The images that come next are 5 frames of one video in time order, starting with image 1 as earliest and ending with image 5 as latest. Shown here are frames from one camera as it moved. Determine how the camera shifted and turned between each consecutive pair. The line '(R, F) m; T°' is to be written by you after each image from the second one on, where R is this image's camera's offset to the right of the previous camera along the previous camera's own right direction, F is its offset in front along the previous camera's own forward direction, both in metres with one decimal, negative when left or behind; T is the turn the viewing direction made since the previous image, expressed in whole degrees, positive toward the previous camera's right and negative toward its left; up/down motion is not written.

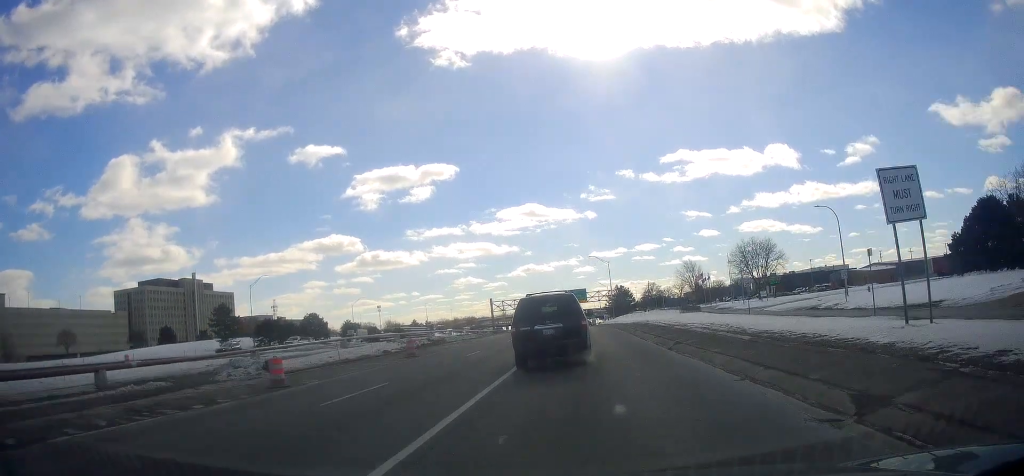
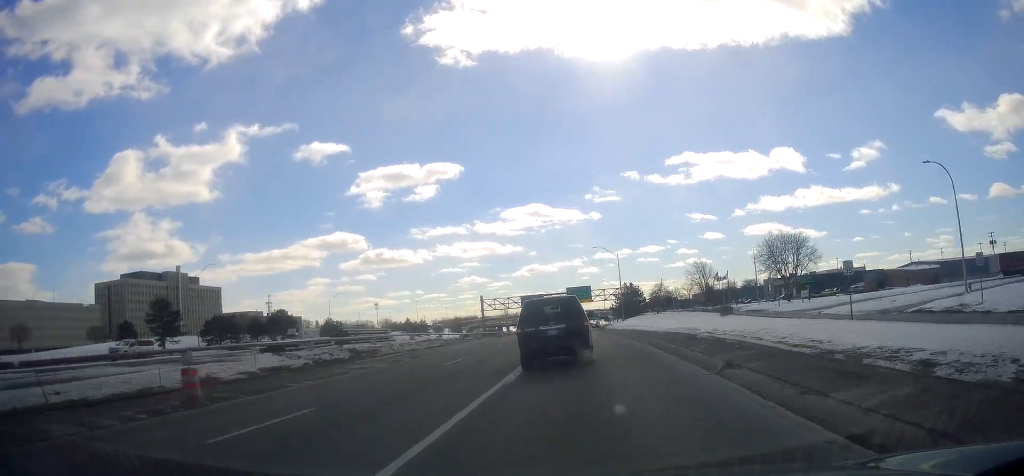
(-0.1, +19.8) m; -1°
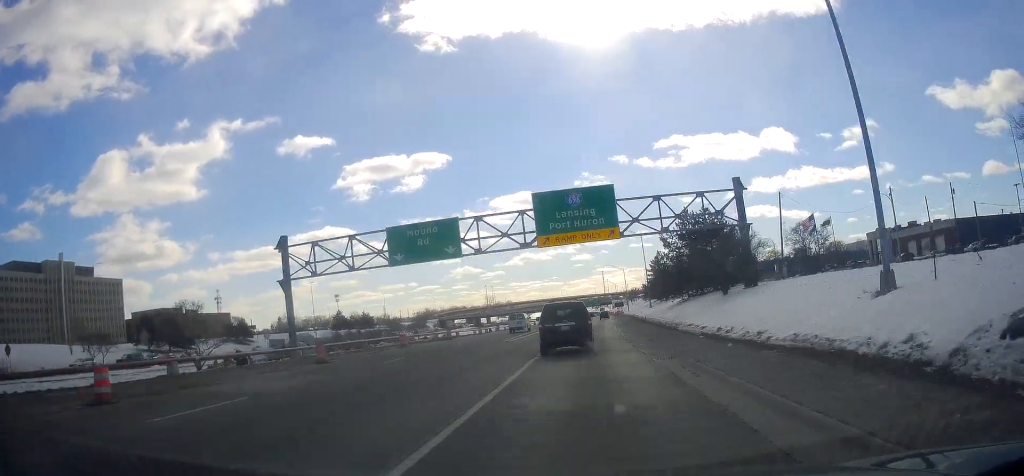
(-0.2, +92.2) m; +1°
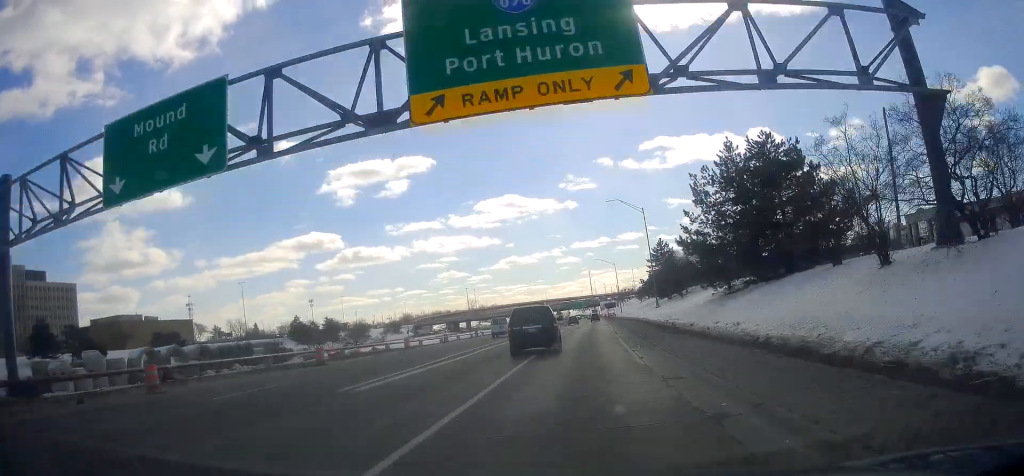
(-0.7, +26.6) m; +2°
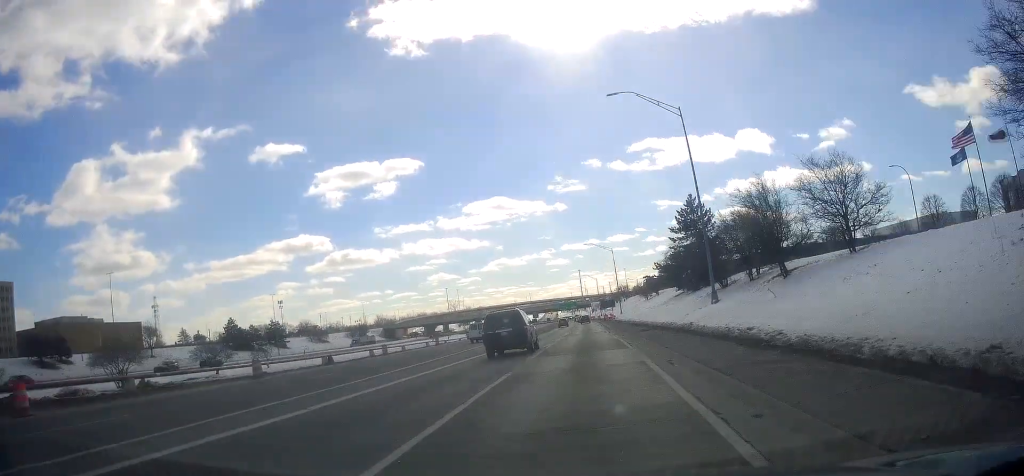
(+1.6, +38.5) m; +1°
